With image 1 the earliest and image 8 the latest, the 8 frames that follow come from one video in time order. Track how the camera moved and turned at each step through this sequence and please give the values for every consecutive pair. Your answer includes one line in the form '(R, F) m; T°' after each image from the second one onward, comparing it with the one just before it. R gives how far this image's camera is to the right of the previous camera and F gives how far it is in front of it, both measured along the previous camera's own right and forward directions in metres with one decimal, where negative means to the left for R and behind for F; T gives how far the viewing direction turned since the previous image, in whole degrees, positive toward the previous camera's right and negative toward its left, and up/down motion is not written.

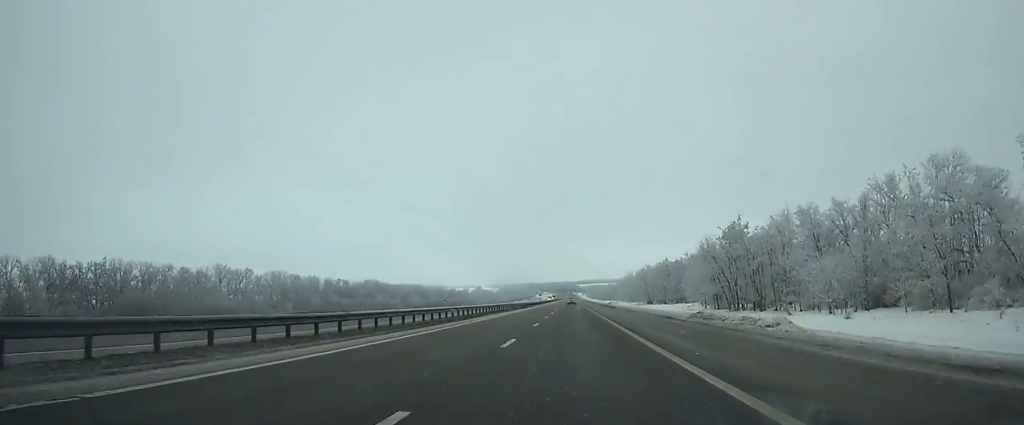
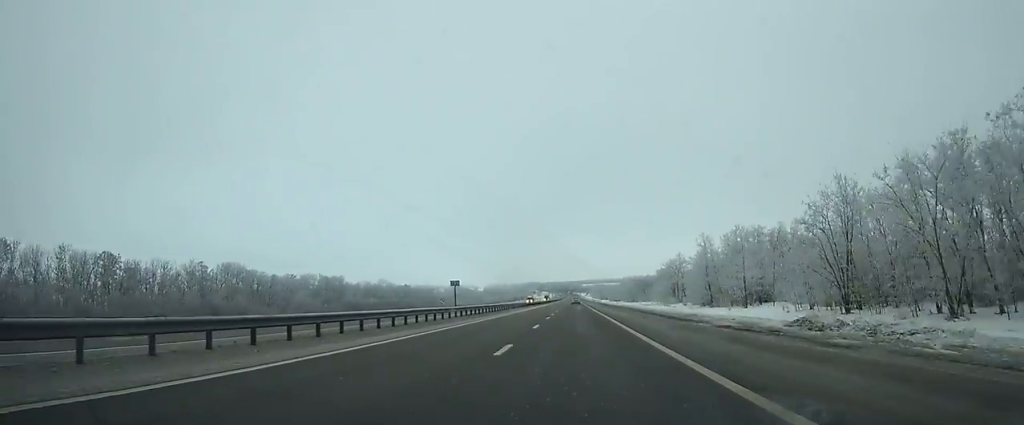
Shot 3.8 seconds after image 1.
(-0.2, +109.2) m; 0°
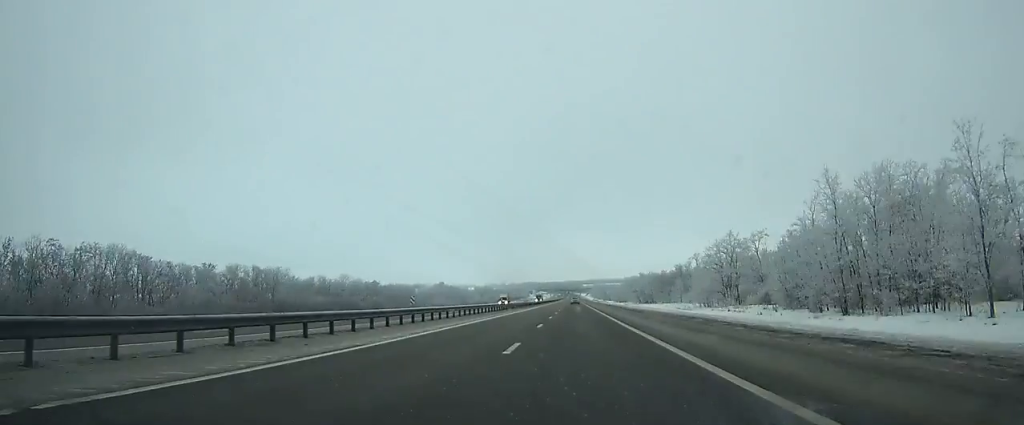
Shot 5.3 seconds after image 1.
(-0.1, +43.1) m; 0°
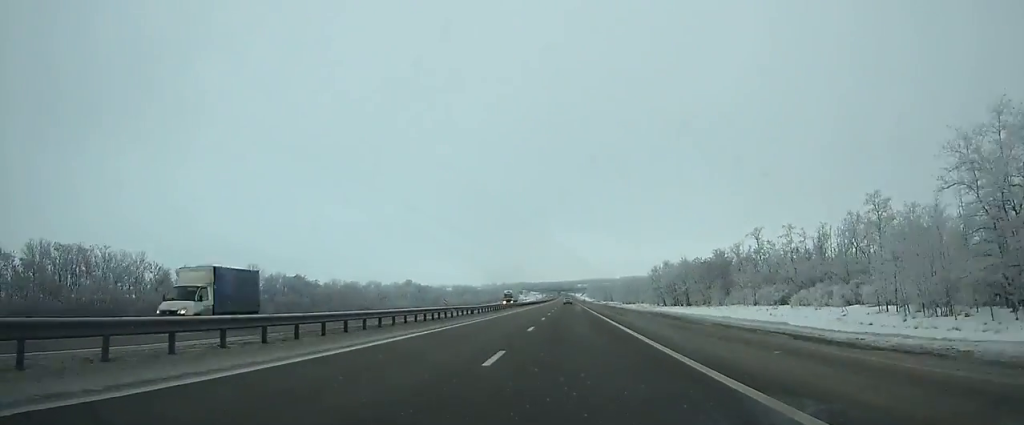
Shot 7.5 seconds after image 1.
(+0.3, +63.1) m; 0°
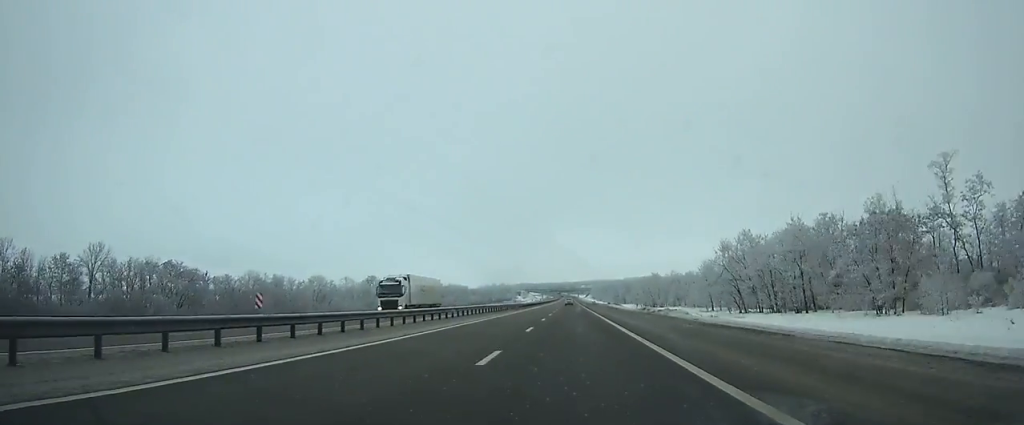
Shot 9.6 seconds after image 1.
(0.0, +59.7) m; 0°
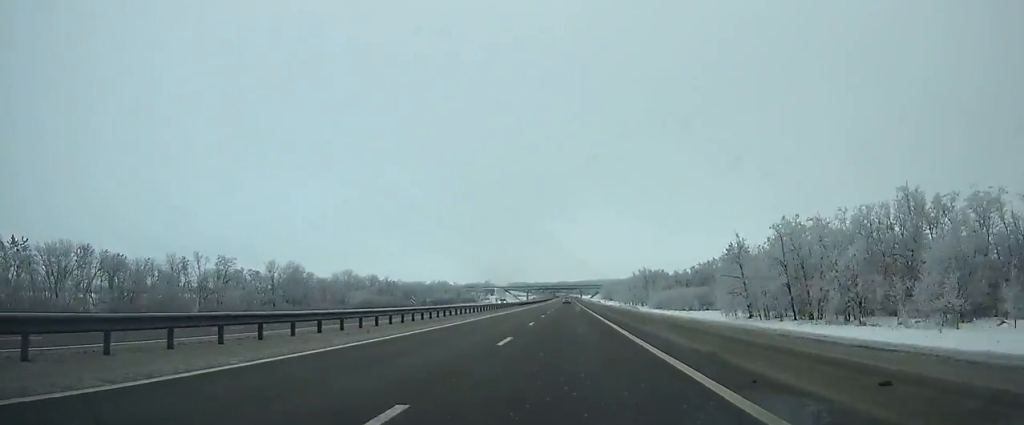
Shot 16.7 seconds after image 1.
(-0.4, +197.2) m; 0°
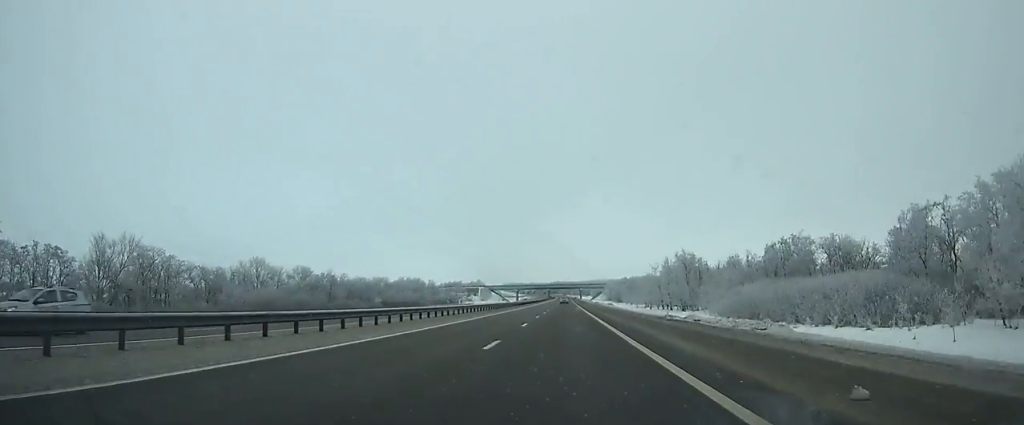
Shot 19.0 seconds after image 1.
(0.0, +62.3) m; 0°
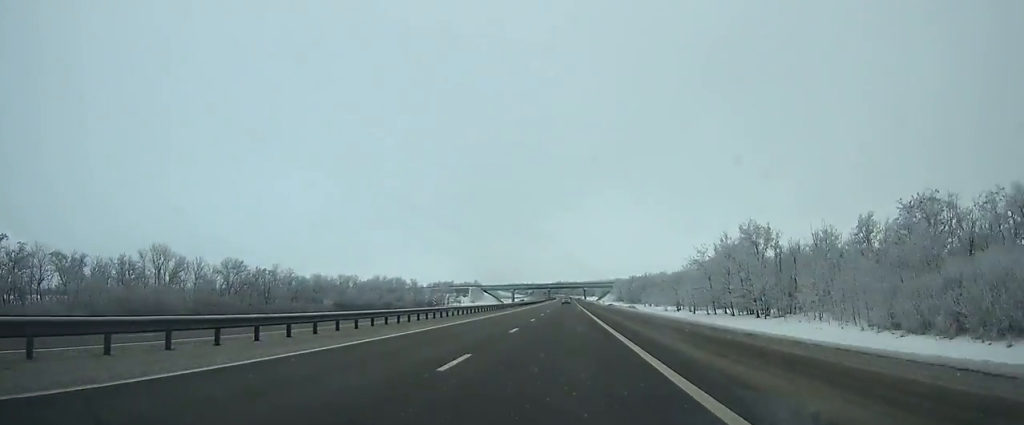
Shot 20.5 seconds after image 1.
(0.0, +40.4) m; 0°
